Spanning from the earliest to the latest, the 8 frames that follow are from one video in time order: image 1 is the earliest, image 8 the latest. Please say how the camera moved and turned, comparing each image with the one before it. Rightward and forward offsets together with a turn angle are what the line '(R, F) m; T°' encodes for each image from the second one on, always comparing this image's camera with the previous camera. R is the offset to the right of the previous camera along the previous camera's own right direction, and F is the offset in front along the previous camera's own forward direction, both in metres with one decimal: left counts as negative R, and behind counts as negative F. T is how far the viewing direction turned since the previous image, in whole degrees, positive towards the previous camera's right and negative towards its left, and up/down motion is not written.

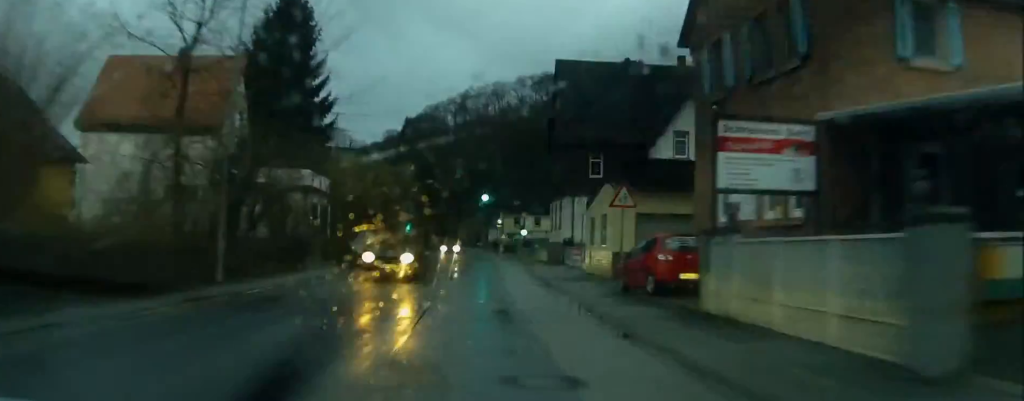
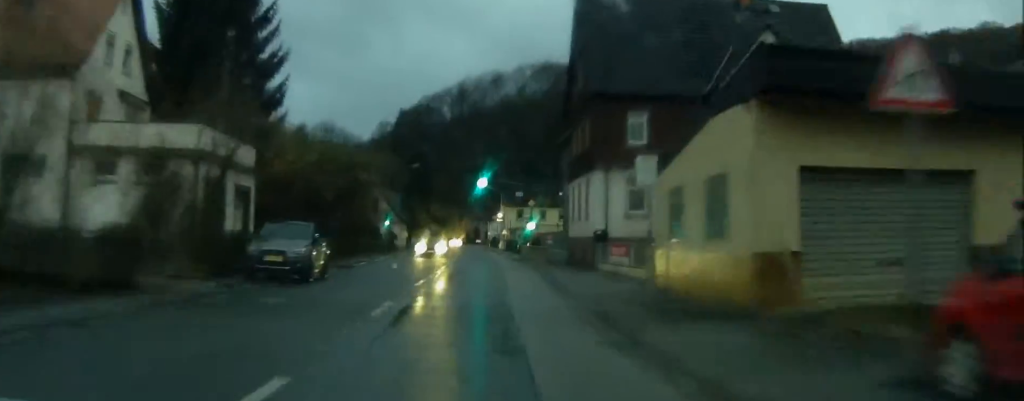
(+0.2, +16.1) m; +1°
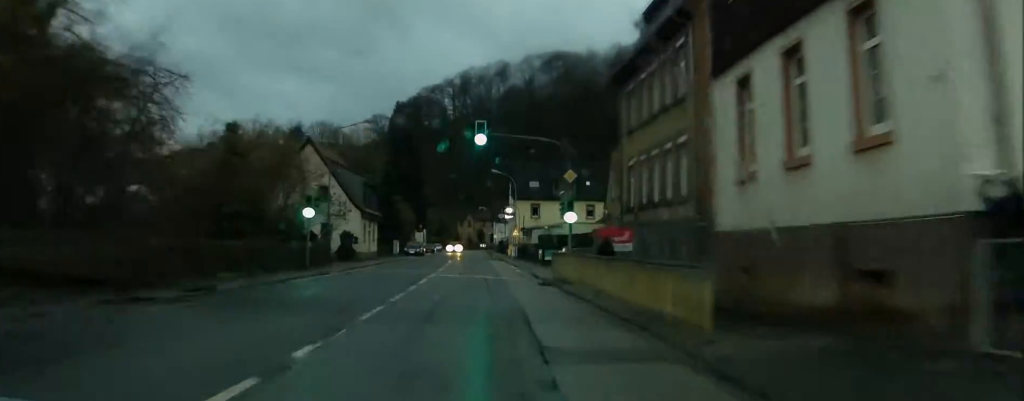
(-0.7, +32.0) m; -2°
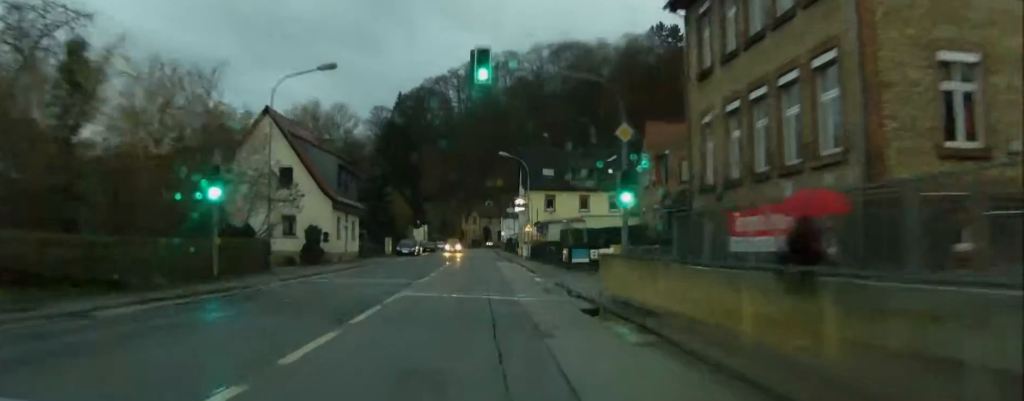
(-0.6, +13.8) m; 0°
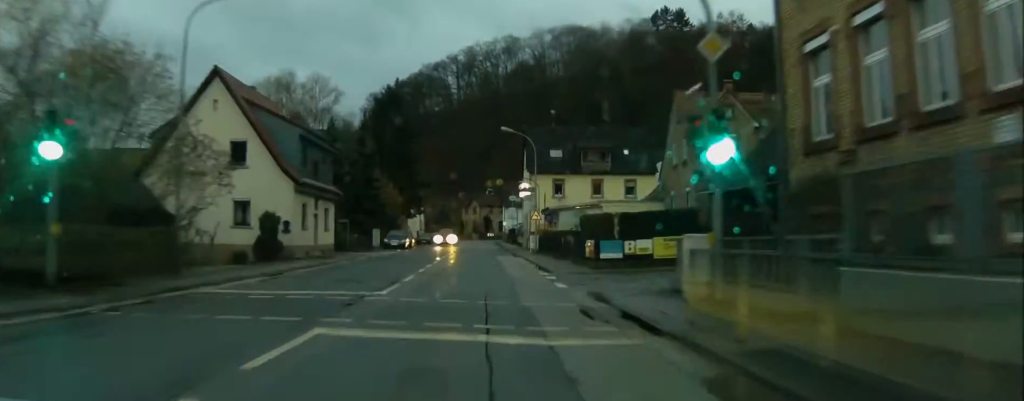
(+0.3, +9.9) m; 0°
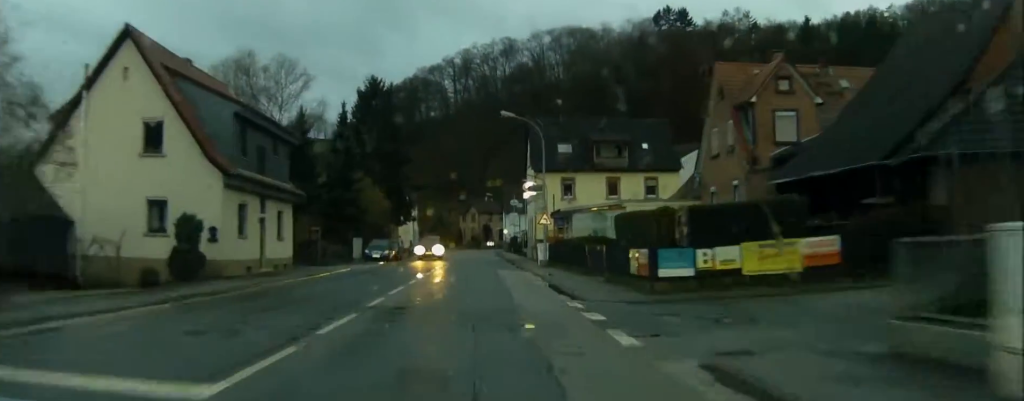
(+0.5, +10.9) m; 0°
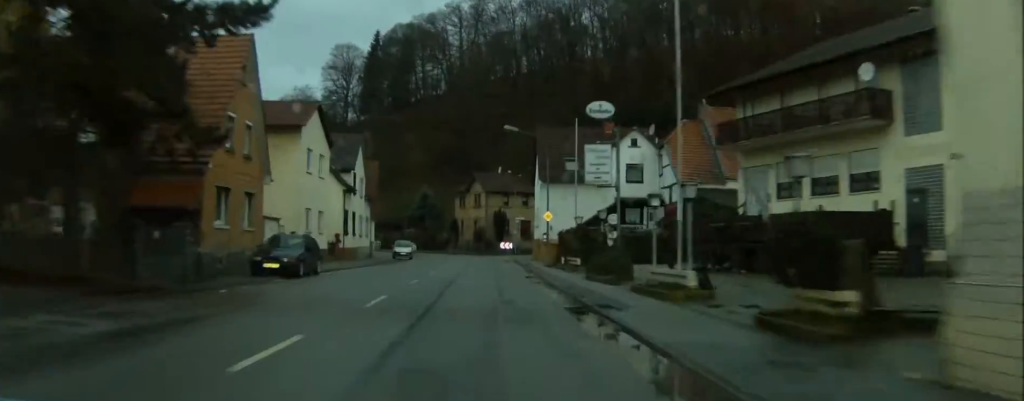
(-0.9, +66.2) m; 0°
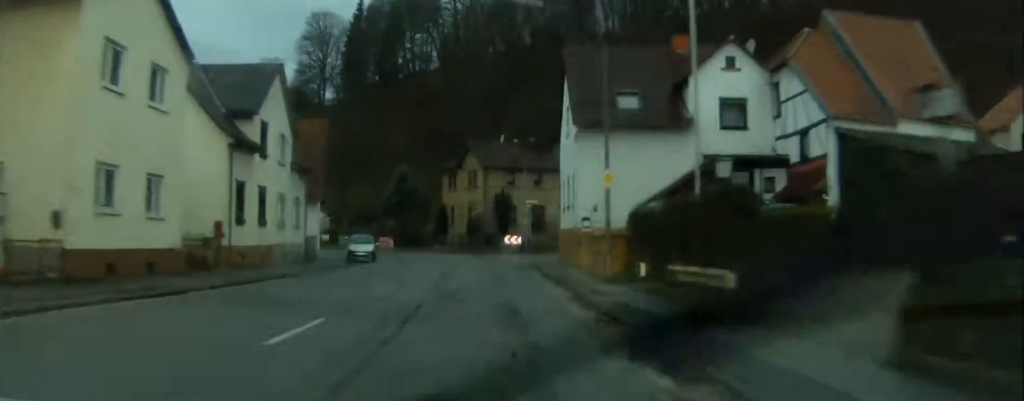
(0.0, +24.4) m; 0°
